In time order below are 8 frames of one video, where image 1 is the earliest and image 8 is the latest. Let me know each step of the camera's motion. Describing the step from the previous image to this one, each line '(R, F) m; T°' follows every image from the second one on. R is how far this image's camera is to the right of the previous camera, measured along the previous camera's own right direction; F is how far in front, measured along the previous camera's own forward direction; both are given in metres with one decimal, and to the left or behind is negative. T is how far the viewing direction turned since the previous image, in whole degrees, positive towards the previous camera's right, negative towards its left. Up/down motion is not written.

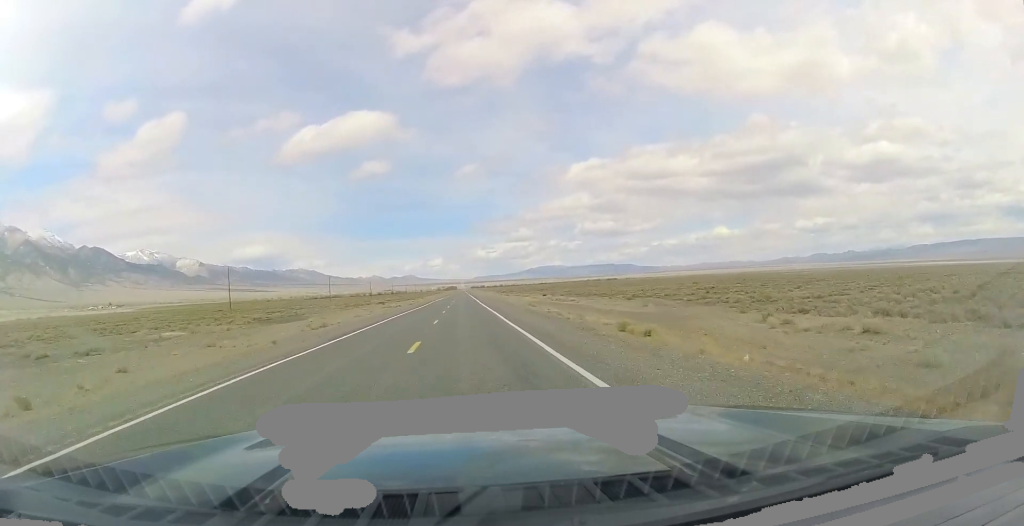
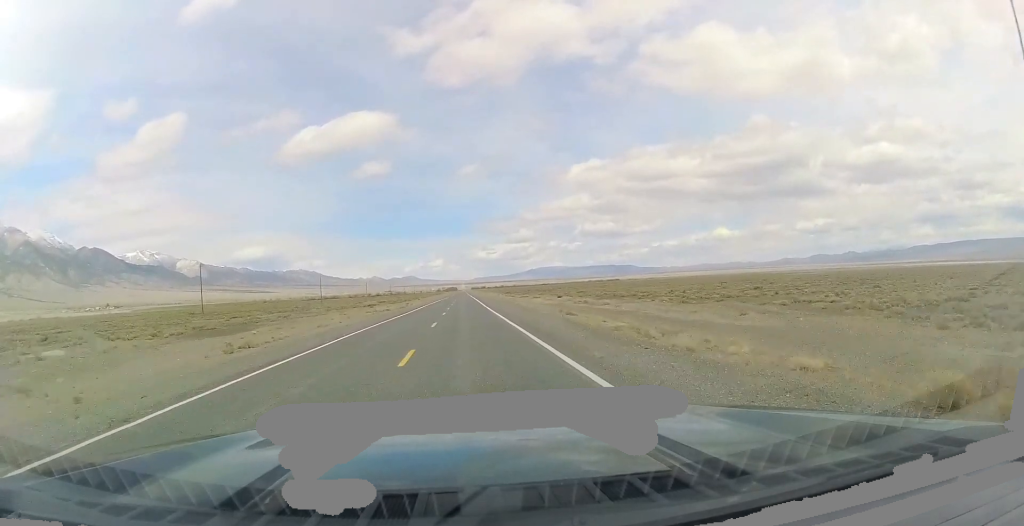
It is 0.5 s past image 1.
(-0.2, +16.2) m; 0°
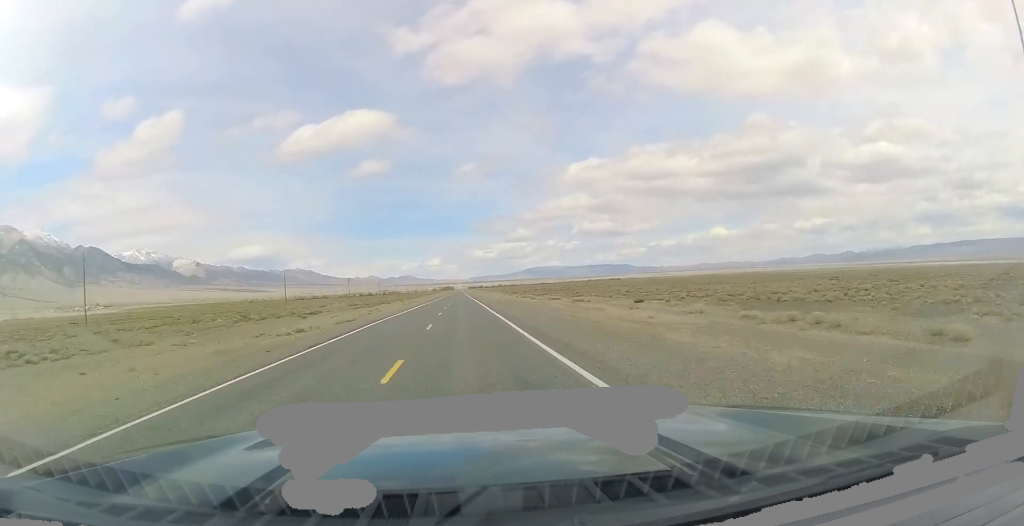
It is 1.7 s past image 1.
(+0.4, +43.0) m; 0°
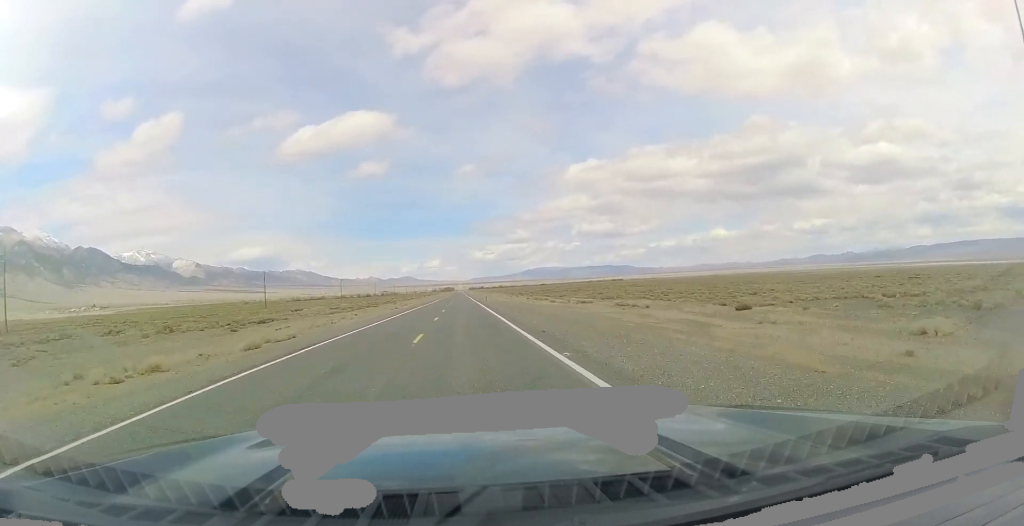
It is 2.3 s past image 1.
(-0.1, +19.7) m; 0°
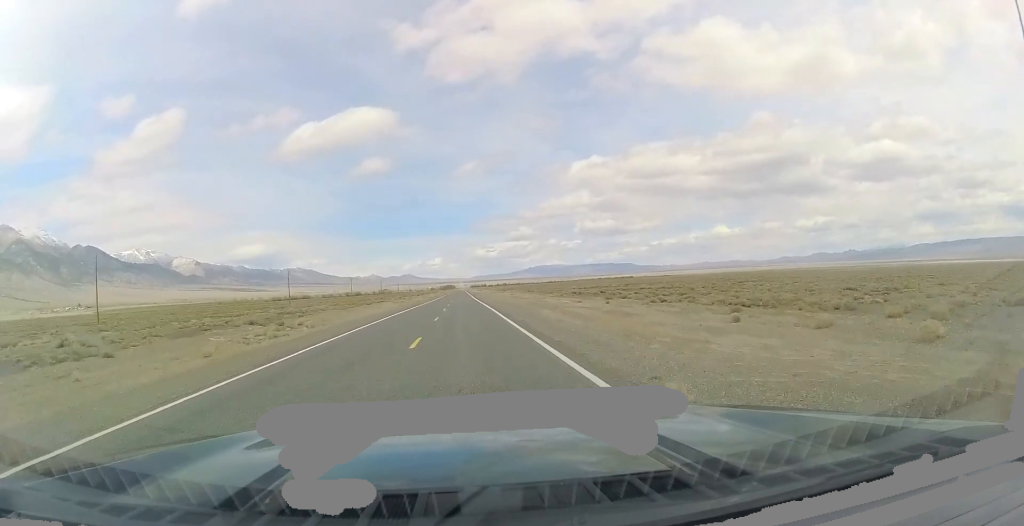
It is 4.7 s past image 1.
(0.0, +83.9) m; 0°
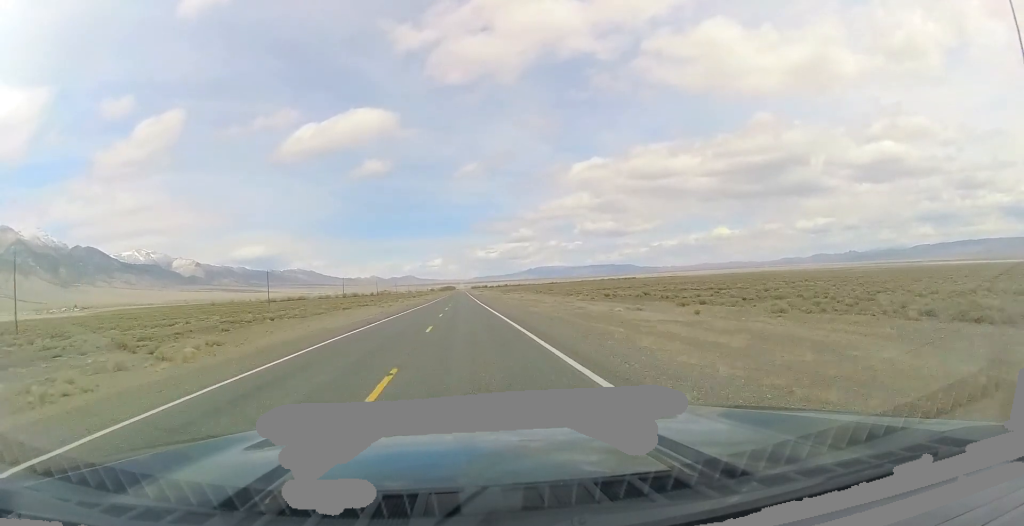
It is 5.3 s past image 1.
(+0.3, +21.0) m; 0°
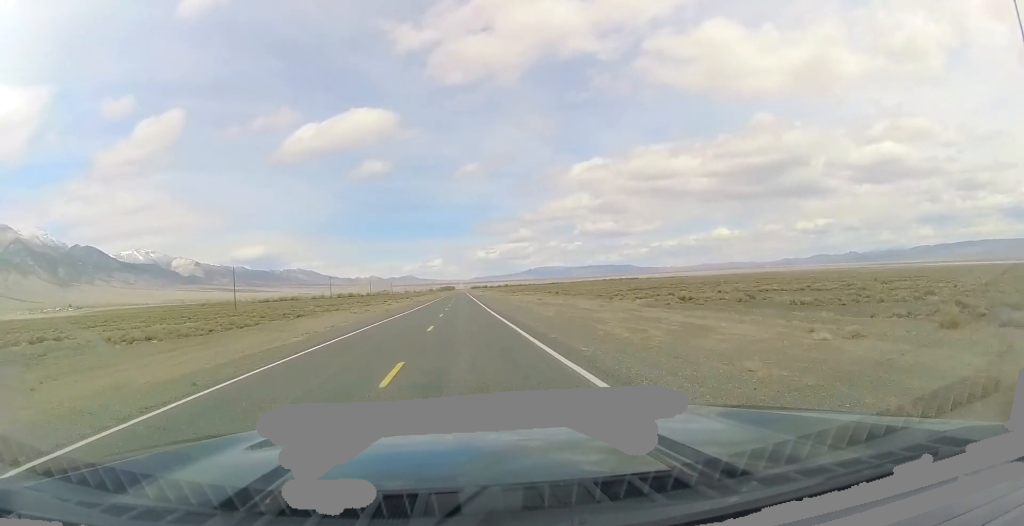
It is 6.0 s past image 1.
(-0.3, +25.7) m; 0°
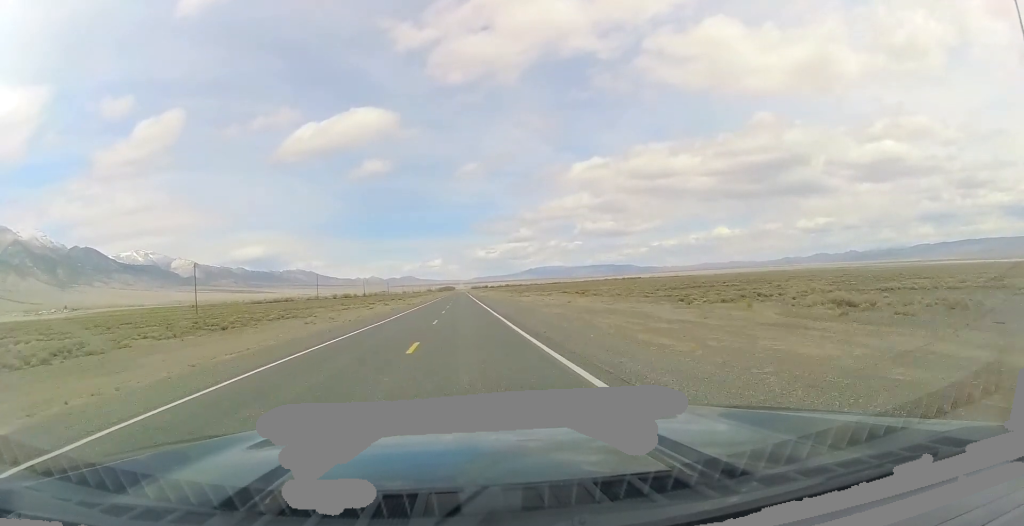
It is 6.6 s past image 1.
(-0.3, +22.3) m; 0°
